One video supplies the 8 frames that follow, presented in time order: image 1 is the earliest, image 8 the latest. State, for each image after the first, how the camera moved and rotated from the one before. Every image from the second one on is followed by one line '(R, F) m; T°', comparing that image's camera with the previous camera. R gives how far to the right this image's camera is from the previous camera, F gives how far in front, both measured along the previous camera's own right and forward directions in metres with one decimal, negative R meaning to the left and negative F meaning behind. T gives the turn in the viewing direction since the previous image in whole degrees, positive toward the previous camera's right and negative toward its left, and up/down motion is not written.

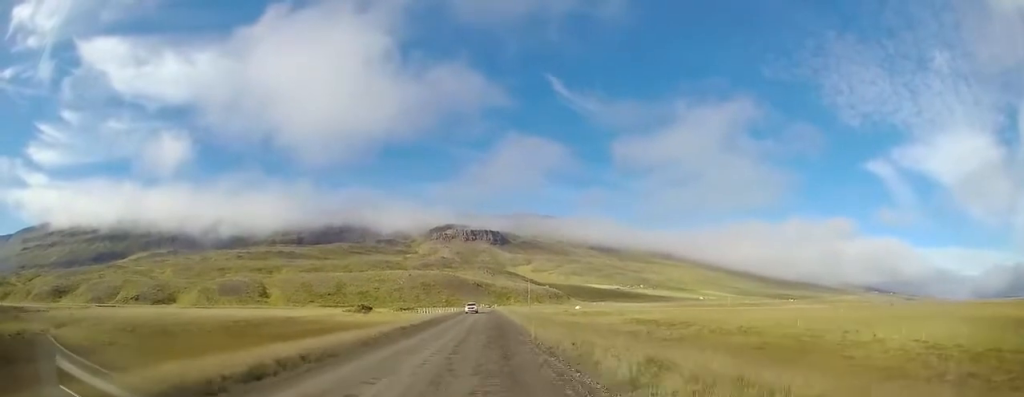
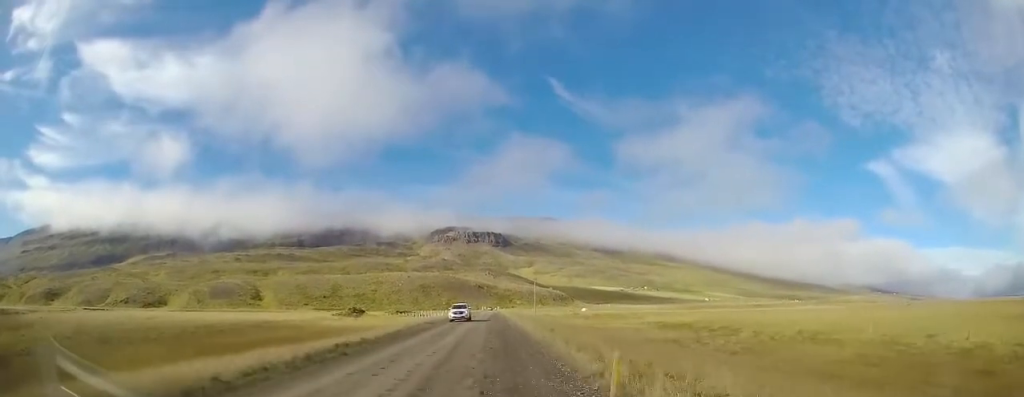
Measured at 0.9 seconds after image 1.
(0.0, +11.9) m; 0°
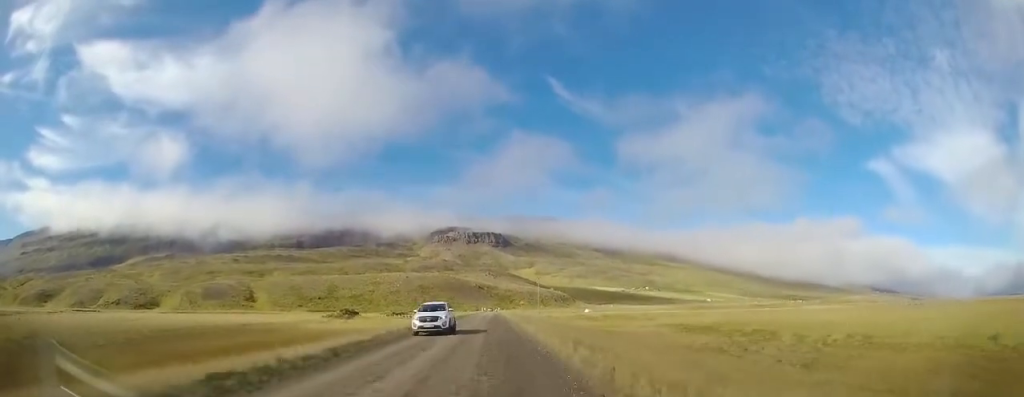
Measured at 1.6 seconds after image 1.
(+0.1, +7.9) m; 0°
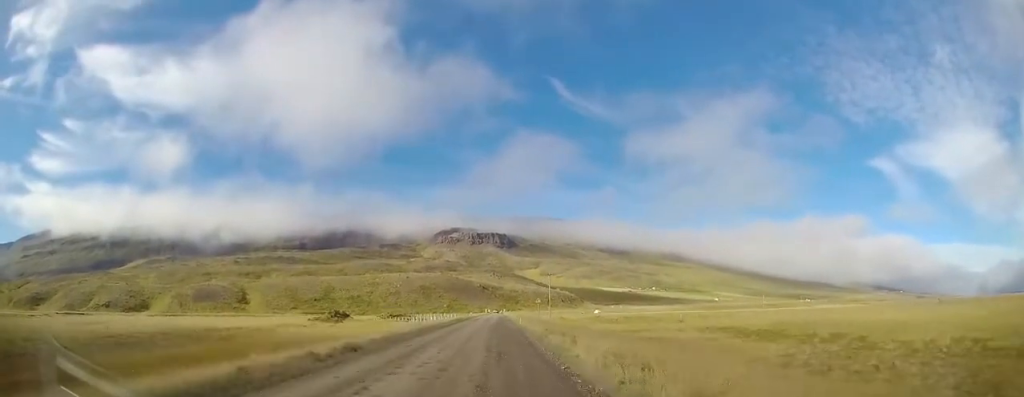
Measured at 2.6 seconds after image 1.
(0.0, +12.9) m; -1°
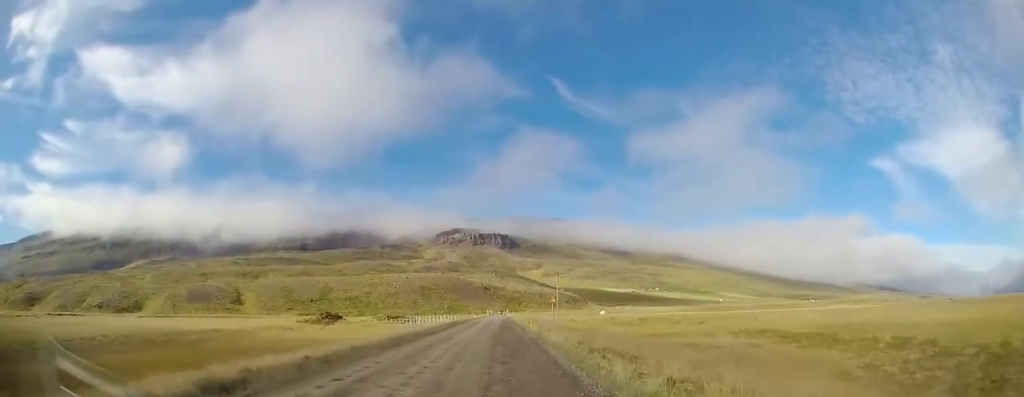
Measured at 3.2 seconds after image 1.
(-0.1, +8.0) m; 0°
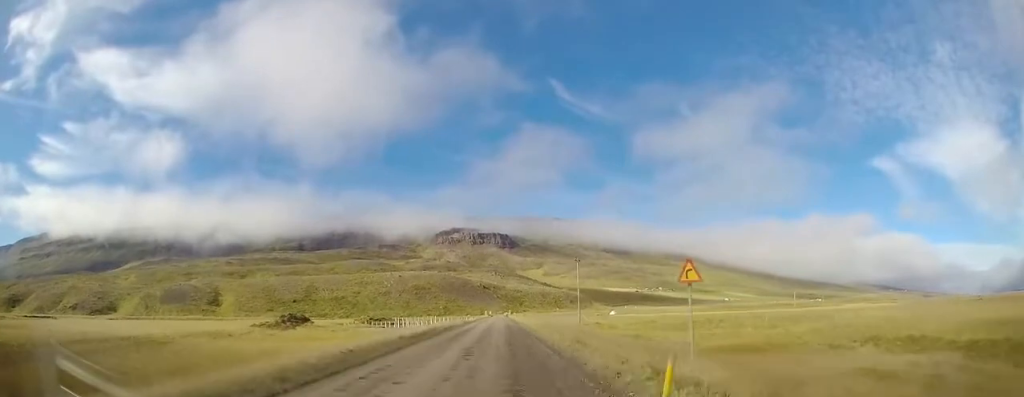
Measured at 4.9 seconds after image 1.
(+0.6, +21.4) m; +3°
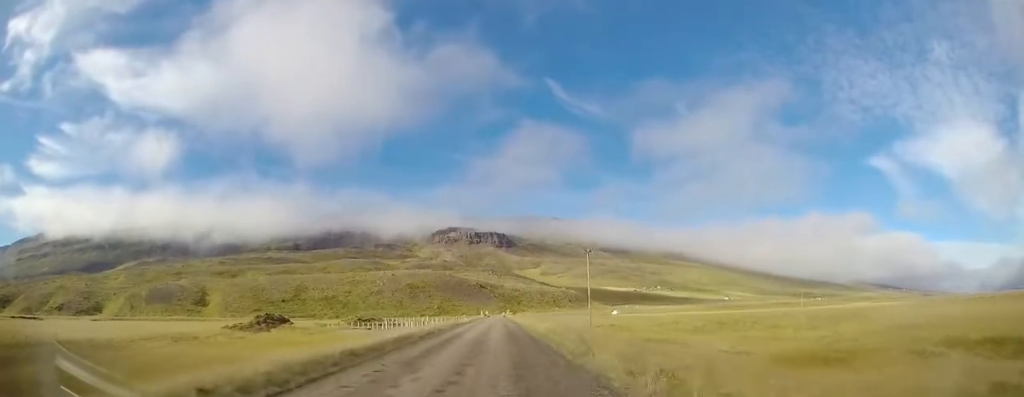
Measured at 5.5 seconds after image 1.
(-0.1, +9.1) m; -2°
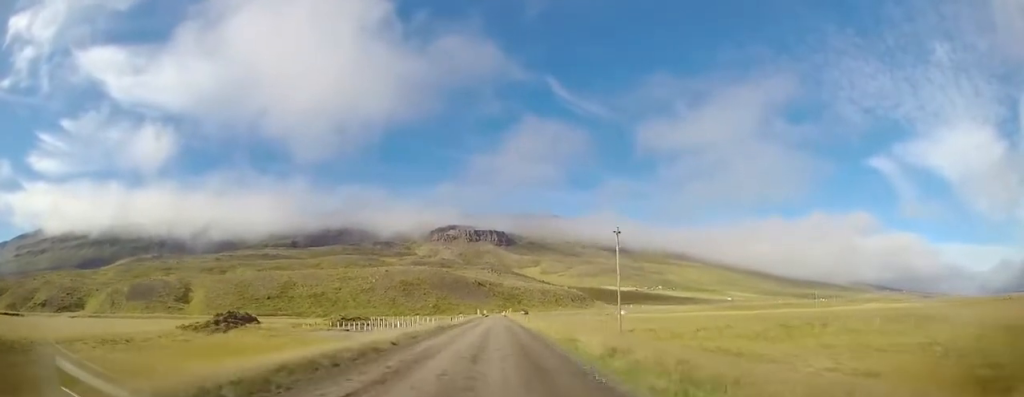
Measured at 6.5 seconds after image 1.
(-0.5, +13.2) m; -2°
